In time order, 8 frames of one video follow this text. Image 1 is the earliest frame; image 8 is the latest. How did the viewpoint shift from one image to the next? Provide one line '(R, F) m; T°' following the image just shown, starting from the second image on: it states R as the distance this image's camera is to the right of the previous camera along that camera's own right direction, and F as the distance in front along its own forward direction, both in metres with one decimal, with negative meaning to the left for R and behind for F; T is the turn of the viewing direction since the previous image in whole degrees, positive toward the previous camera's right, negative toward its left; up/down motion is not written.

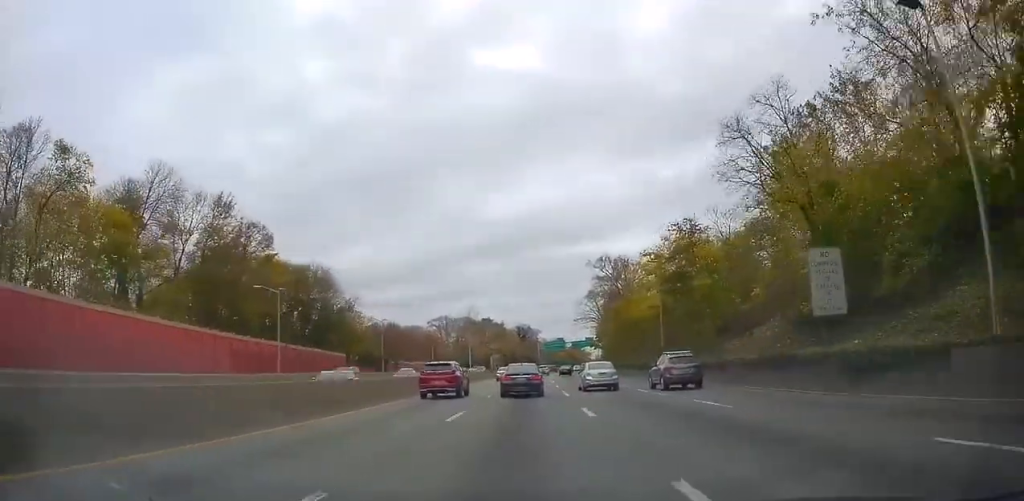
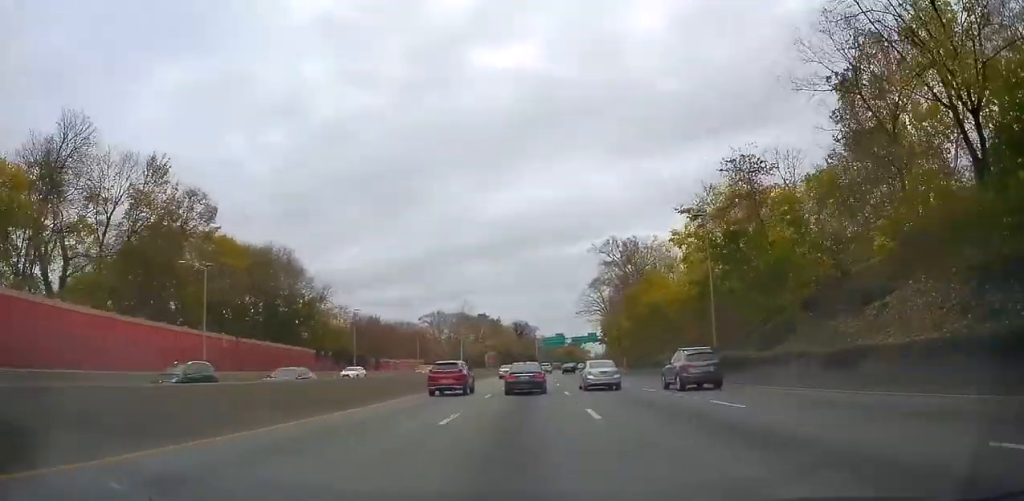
(+0.1, +13.0) m; 0°
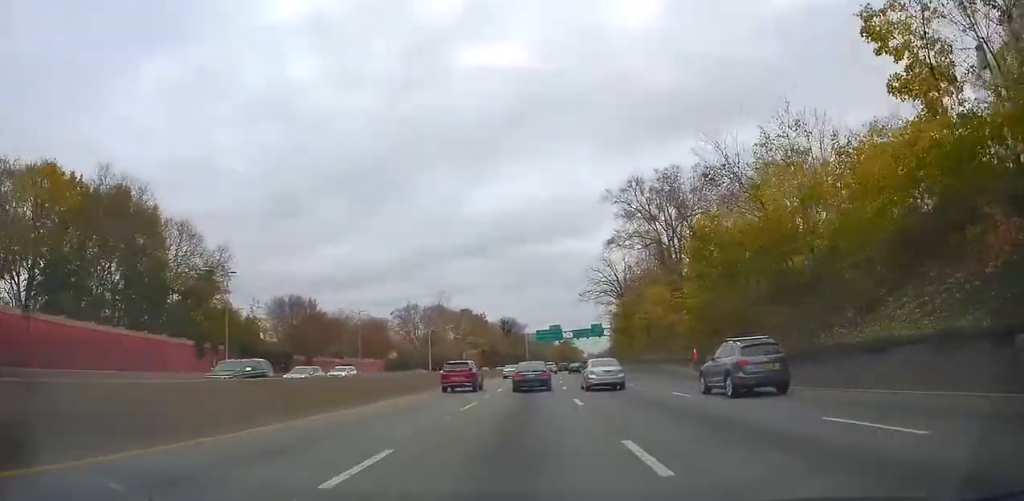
(+0.1, +30.8) m; 0°
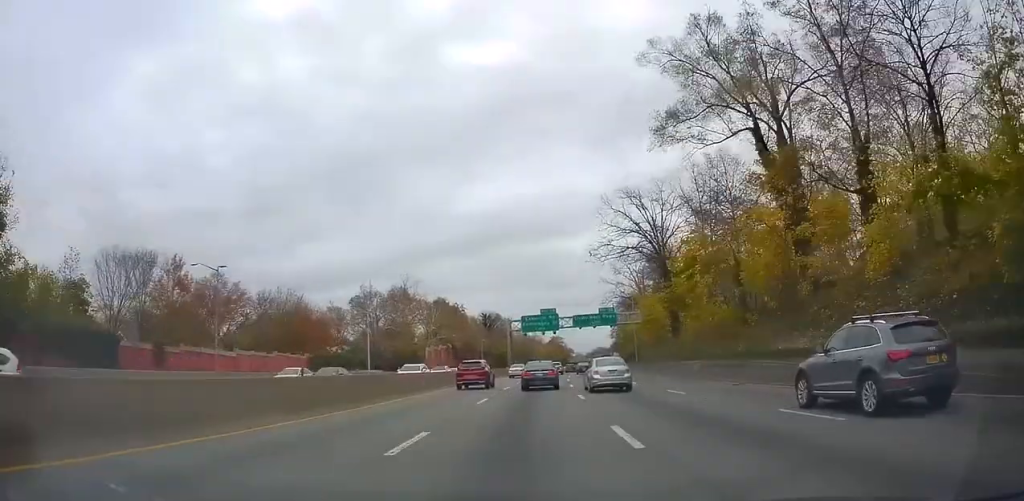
(+0.2, +33.7) m; +1°
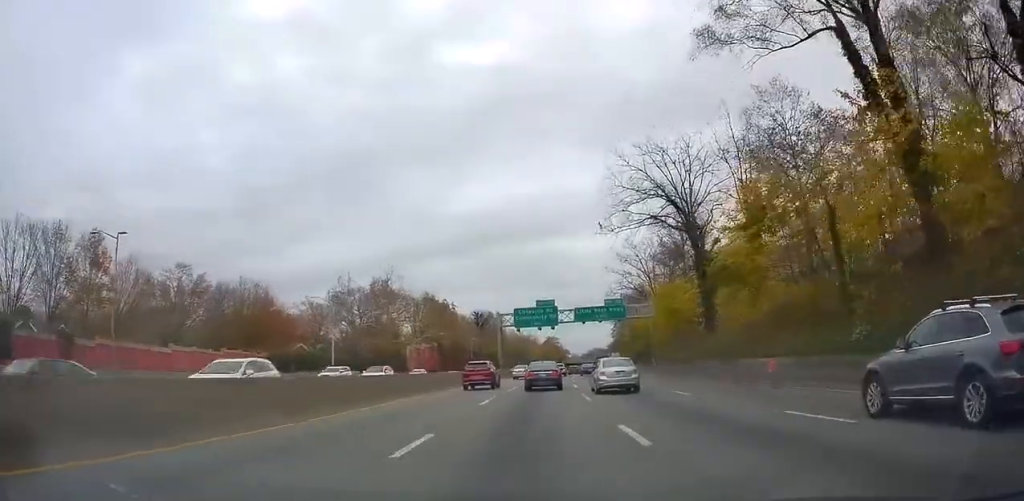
(0.0, +12.3) m; 0°
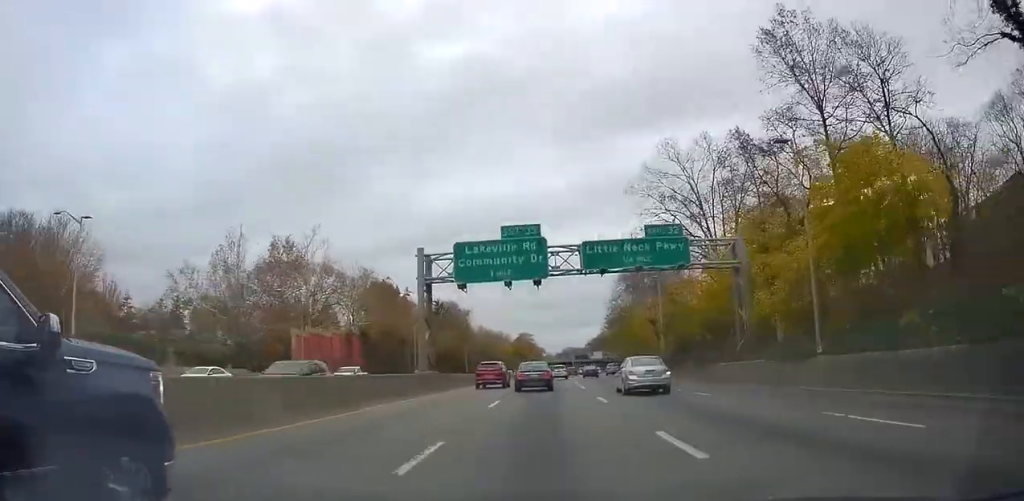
(+0.4, +37.9) m; +1°
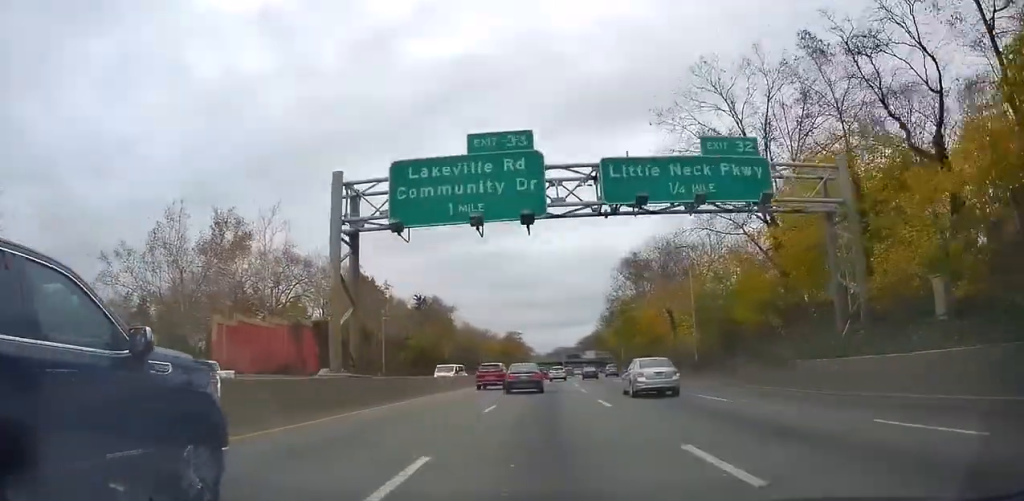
(0.0, +13.9) m; +1°
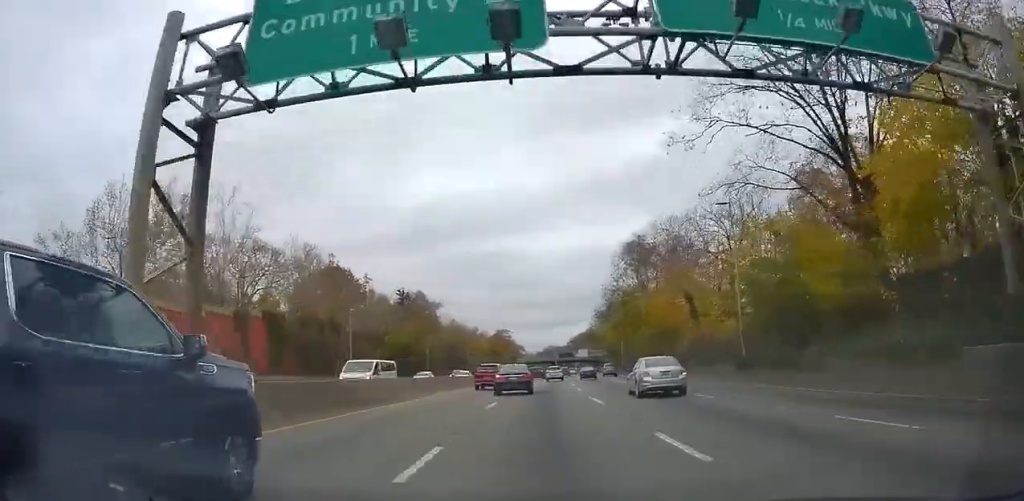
(0.0, +10.8) m; +1°
